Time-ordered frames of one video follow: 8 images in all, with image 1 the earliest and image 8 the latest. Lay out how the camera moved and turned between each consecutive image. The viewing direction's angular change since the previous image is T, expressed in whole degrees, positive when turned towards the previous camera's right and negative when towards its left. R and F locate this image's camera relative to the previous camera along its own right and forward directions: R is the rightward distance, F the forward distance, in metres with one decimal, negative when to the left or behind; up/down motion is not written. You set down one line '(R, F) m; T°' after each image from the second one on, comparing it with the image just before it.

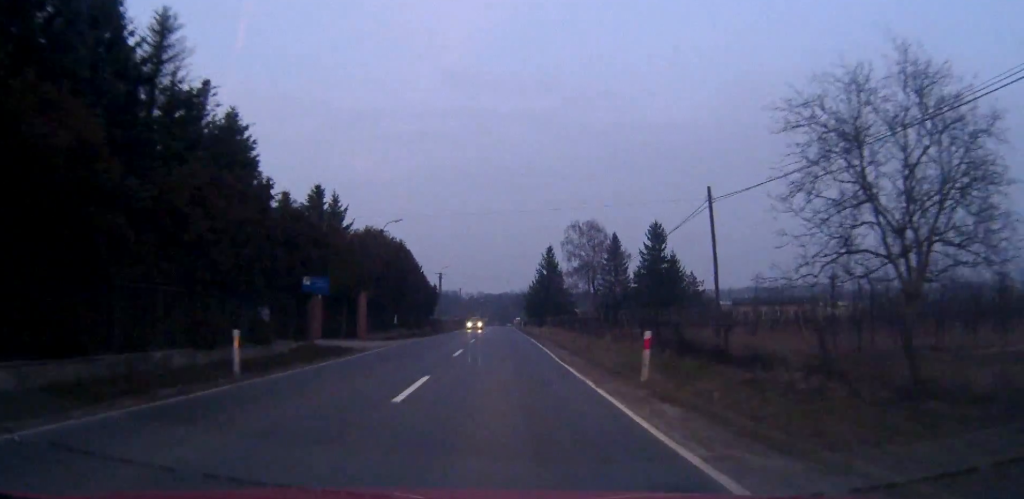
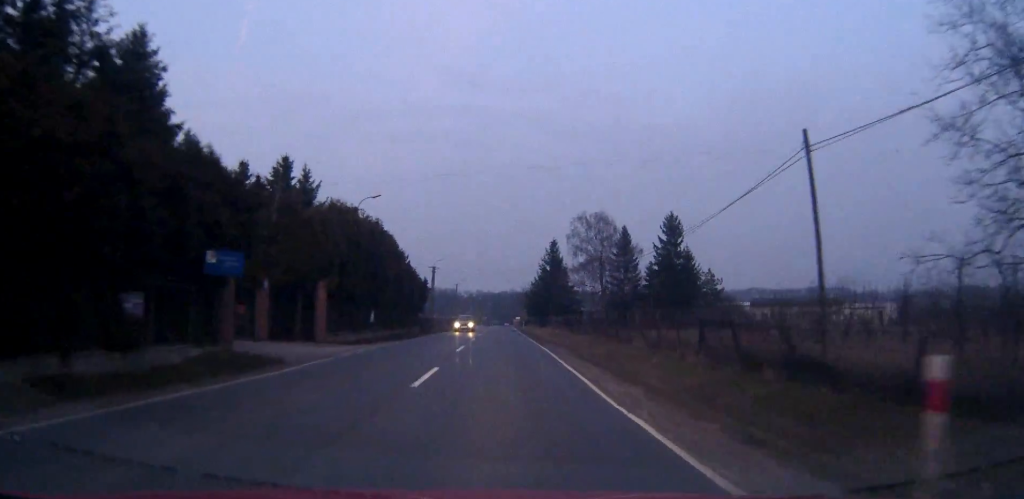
(0.0, +10.3) m; 0°
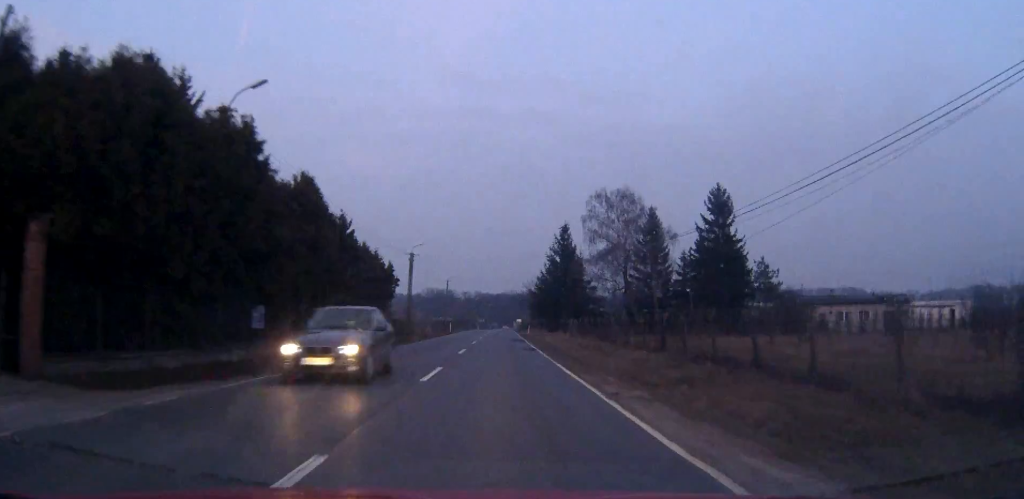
(0.0, +22.8) m; 0°
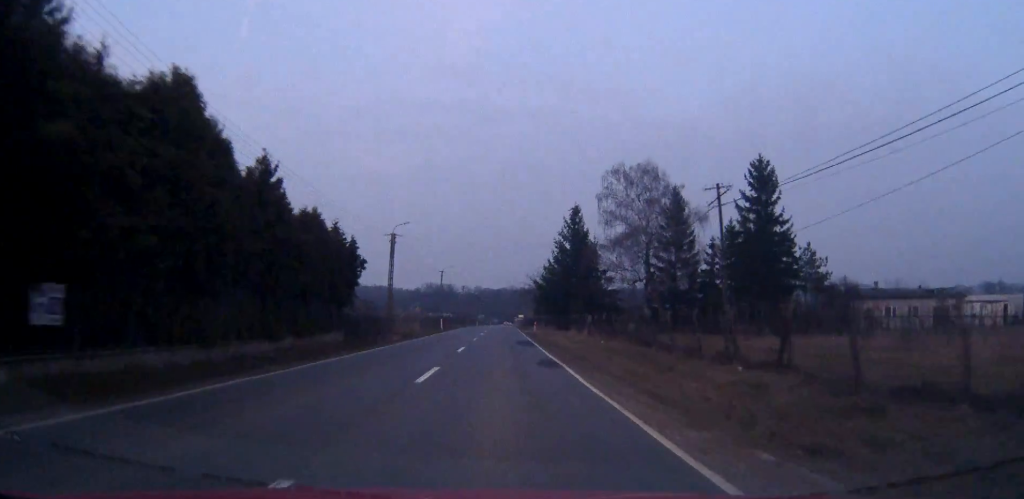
(0.0, +13.1) m; 0°
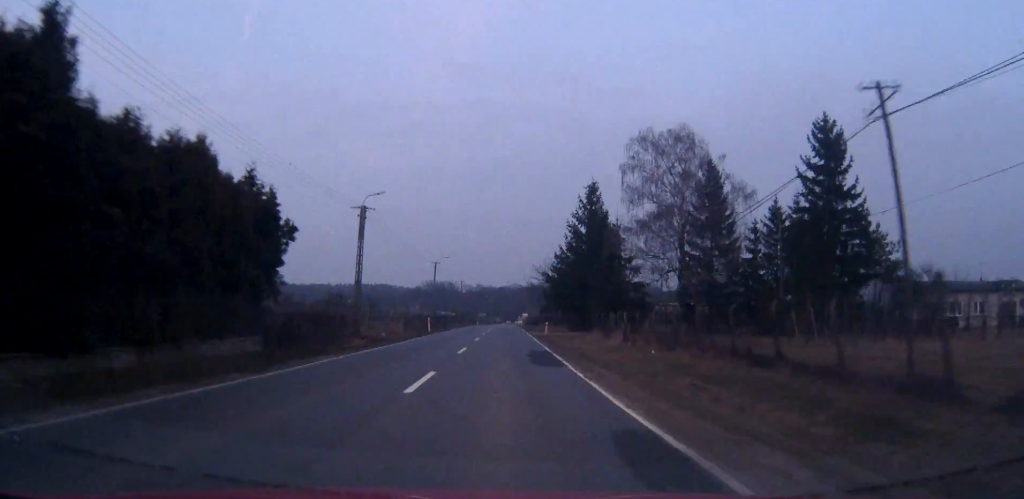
(+0.1, +14.1) m; 0°
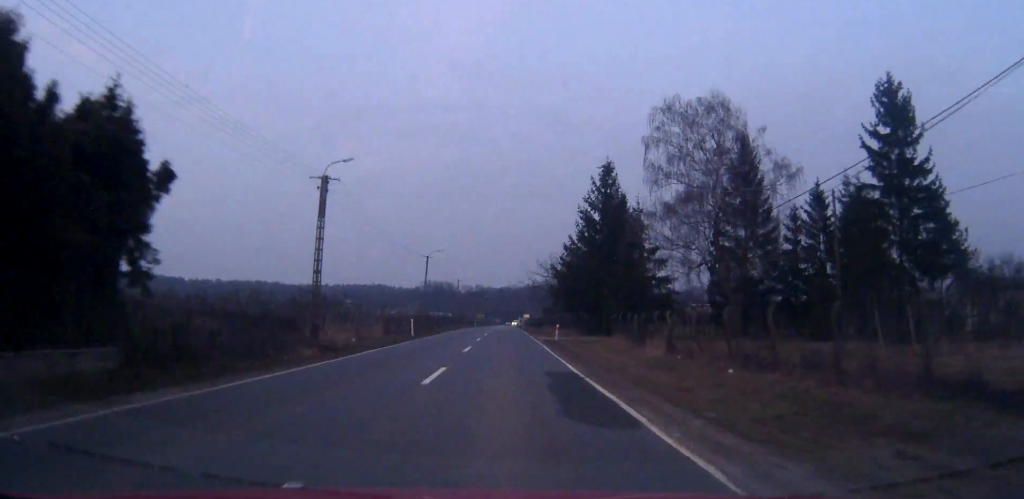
(0.0, +10.3) m; 0°
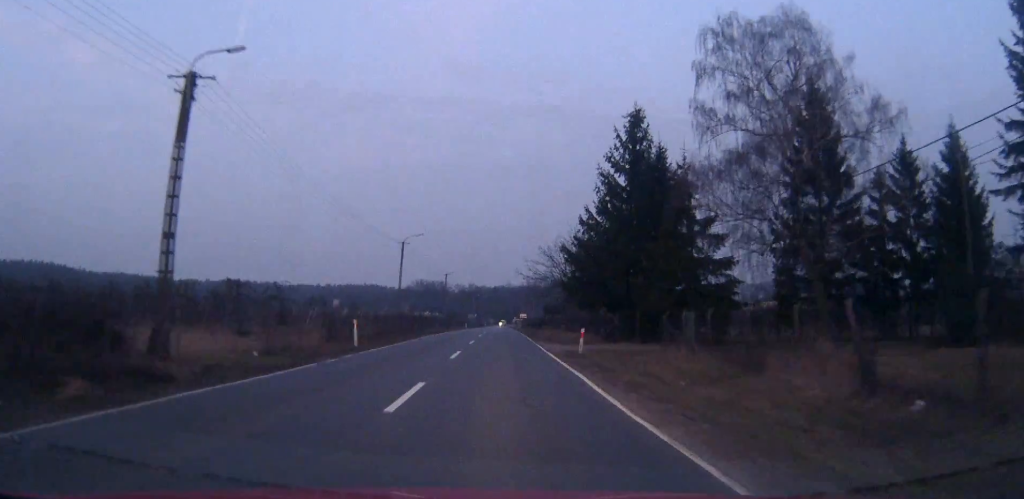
(0.0, +16.1) m; 0°
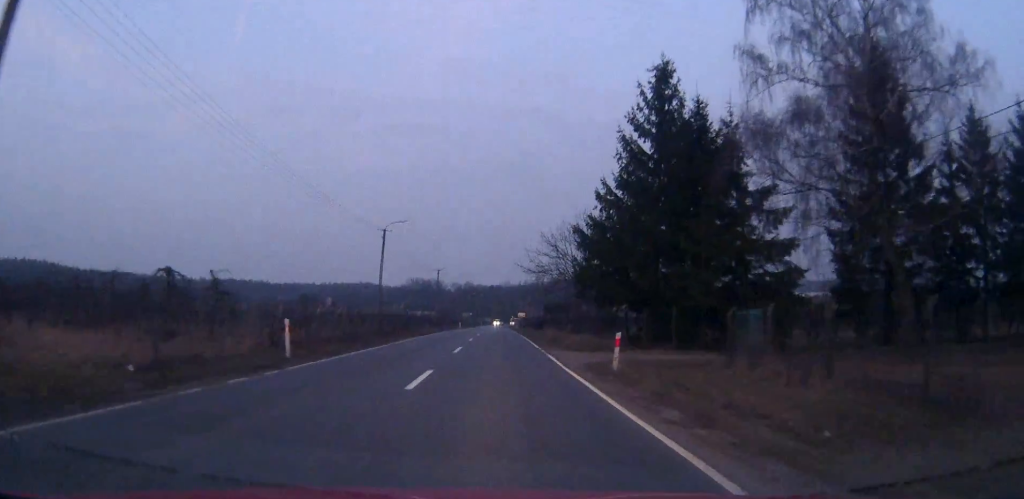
(0.0, +9.1) m; 0°
